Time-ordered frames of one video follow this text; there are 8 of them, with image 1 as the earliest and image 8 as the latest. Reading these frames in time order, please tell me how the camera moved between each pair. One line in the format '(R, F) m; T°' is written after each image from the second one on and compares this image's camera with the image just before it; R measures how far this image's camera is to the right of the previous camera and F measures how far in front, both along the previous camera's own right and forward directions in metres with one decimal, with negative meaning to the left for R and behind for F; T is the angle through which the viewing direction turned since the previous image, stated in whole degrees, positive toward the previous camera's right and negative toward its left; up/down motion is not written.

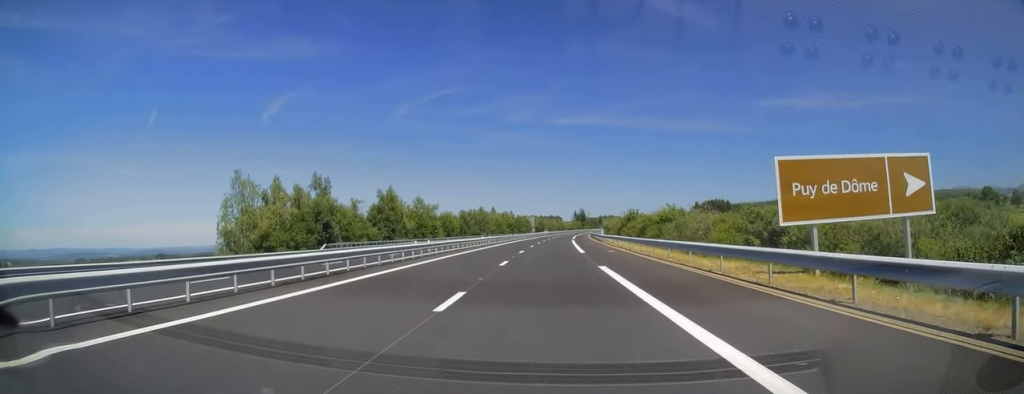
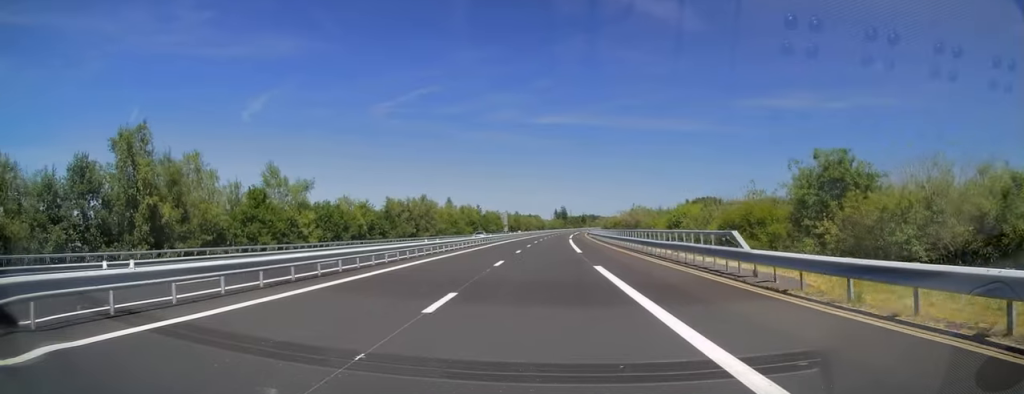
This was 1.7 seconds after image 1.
(+1.3, +52.0) m; +2°
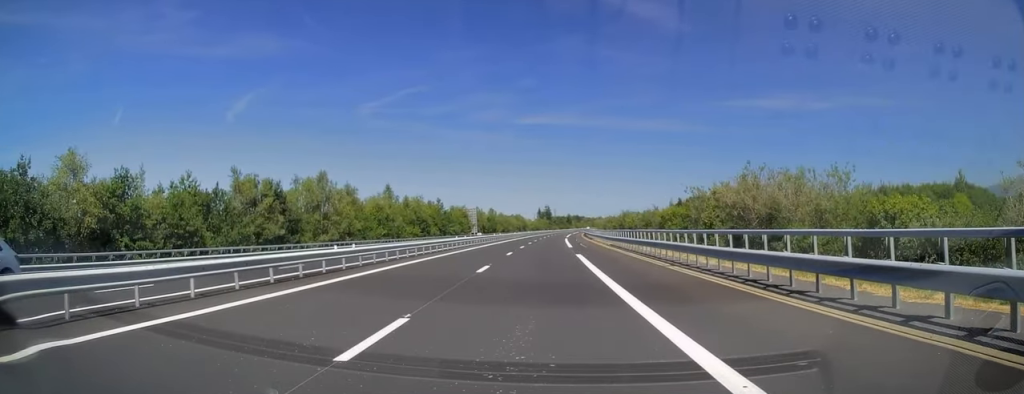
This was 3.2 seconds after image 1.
(+0.2, +42.9) m; +1°
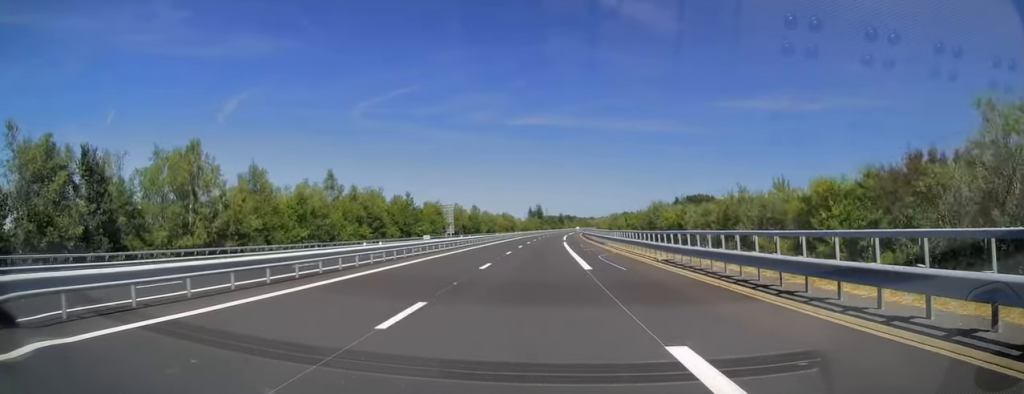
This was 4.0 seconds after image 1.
(+0.3, +23.9) m; +1°
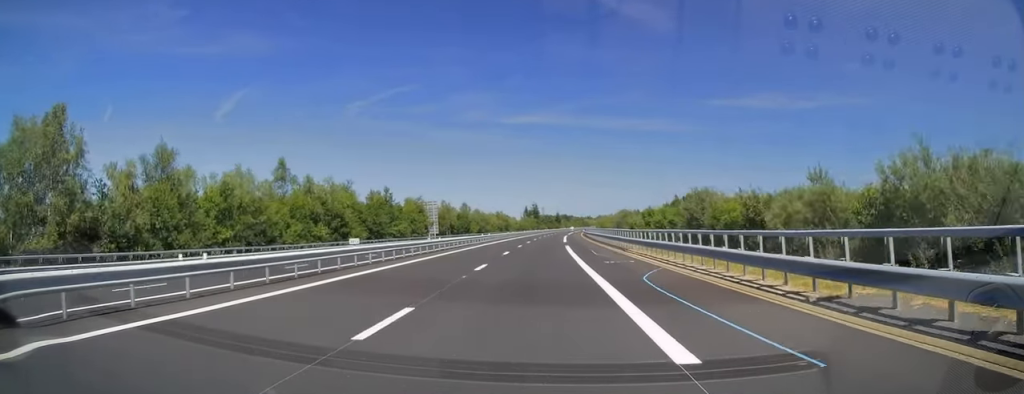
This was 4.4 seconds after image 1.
(+0.1, +13.9) m; 0°
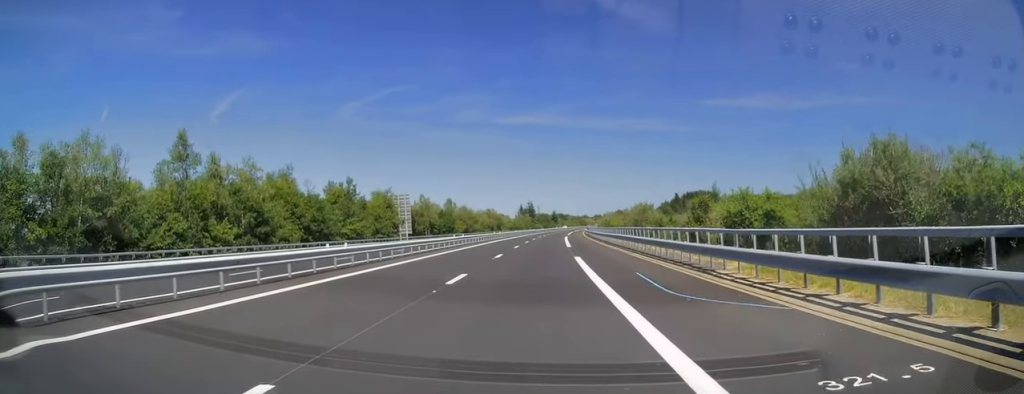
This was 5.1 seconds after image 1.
(+0.1, +18.5) m; 0°
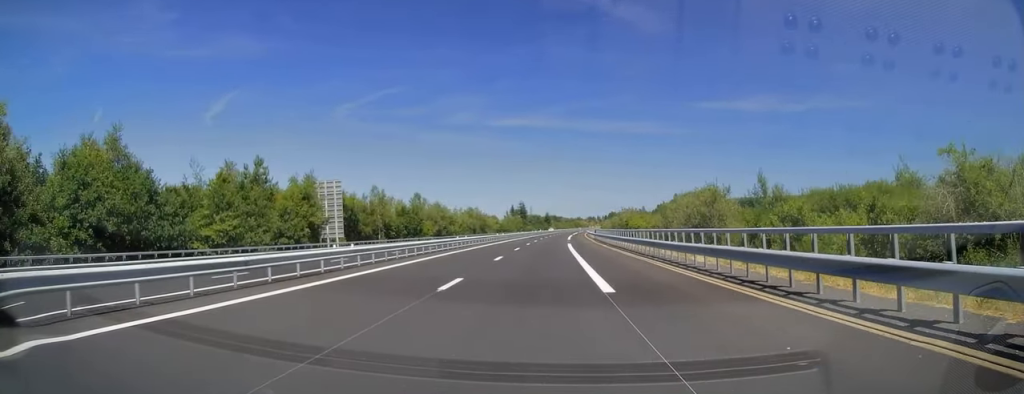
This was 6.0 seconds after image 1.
(+0.1, +27.4) m; 0°
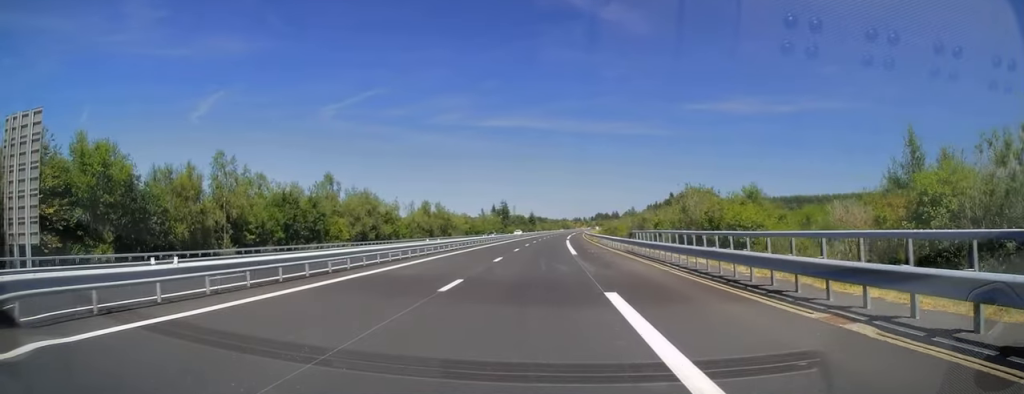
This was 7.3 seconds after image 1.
(+0.4, +39.1) m; +1°
